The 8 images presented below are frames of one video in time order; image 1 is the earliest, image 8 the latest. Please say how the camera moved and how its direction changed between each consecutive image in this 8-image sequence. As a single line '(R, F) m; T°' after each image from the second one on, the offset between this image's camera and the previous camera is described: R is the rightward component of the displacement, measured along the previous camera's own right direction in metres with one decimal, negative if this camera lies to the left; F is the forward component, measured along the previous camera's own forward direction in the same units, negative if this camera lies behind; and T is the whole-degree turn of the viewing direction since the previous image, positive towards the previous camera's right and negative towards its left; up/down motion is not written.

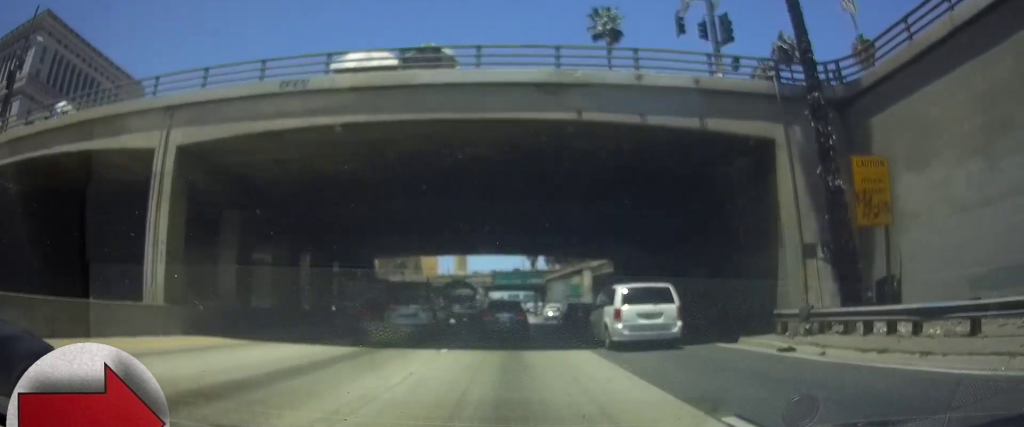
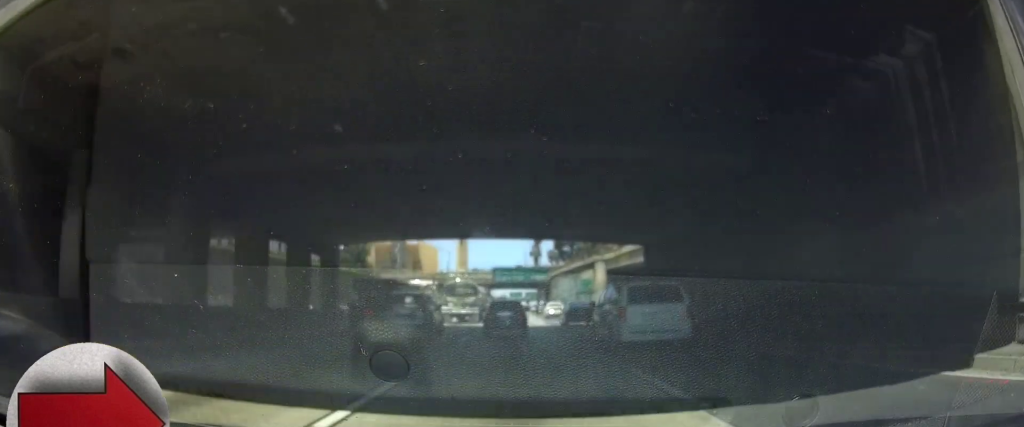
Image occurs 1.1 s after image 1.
(-0.2, +10.1) m; -2°
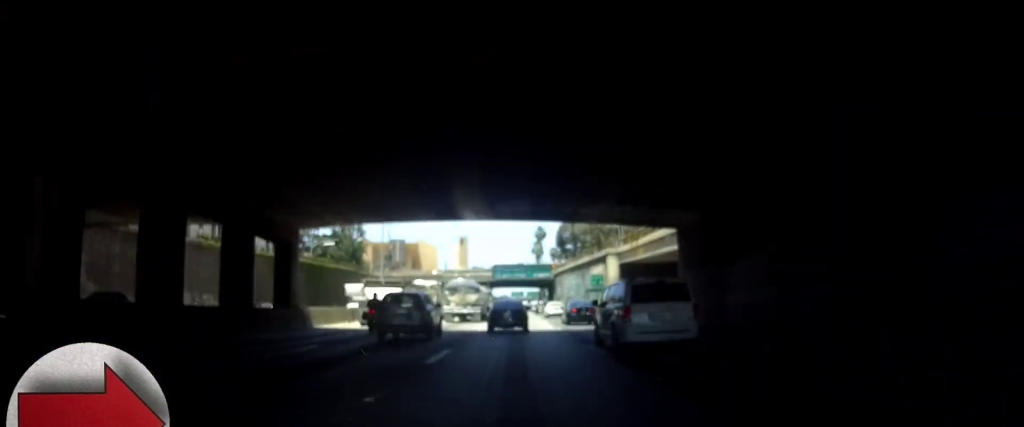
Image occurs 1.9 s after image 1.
(-0.2, +7.3) m; 0°
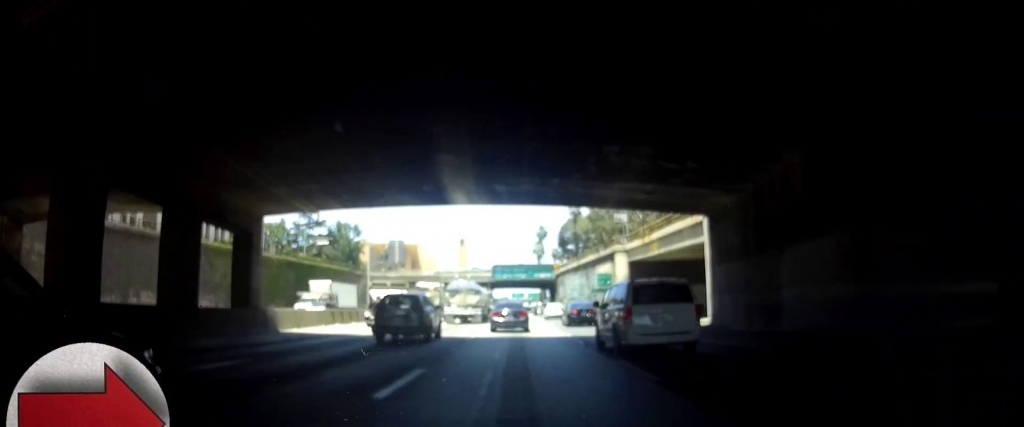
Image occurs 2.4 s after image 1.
(0.0, +4.6) m; +1°
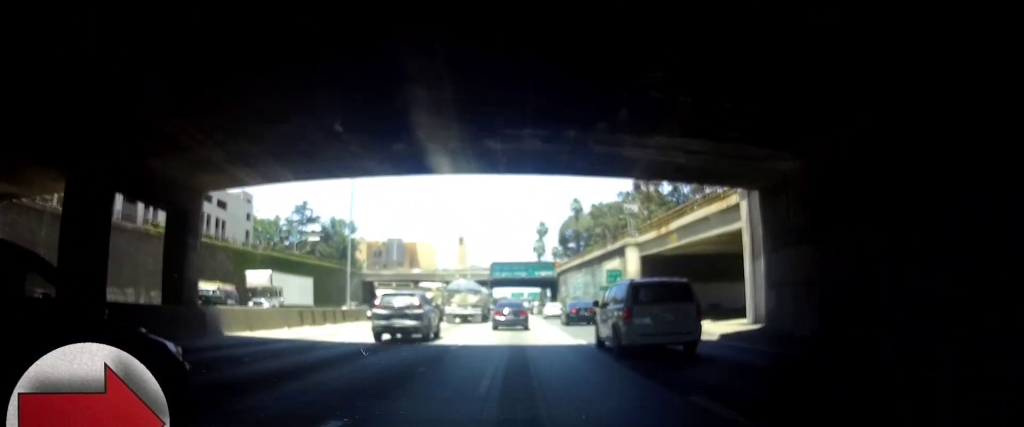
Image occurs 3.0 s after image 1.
(0.0, +5.2) m; +1°
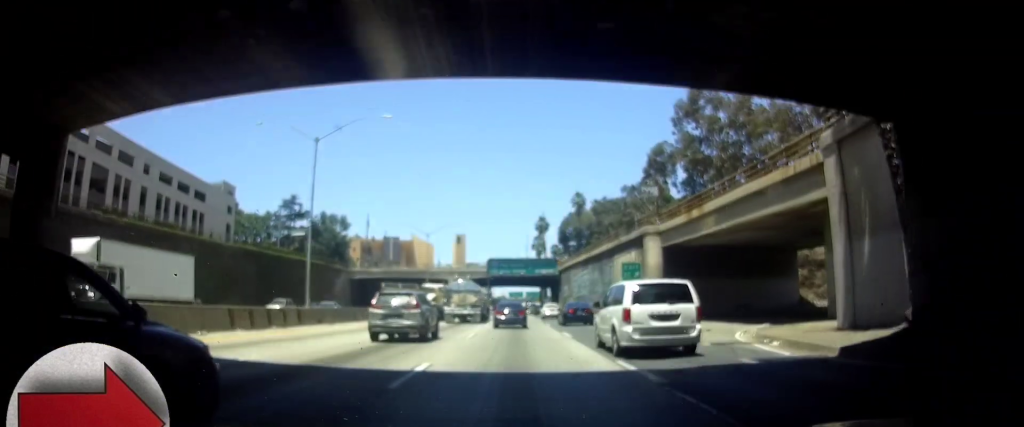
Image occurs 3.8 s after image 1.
(+0.1, +7.6) m; 0°
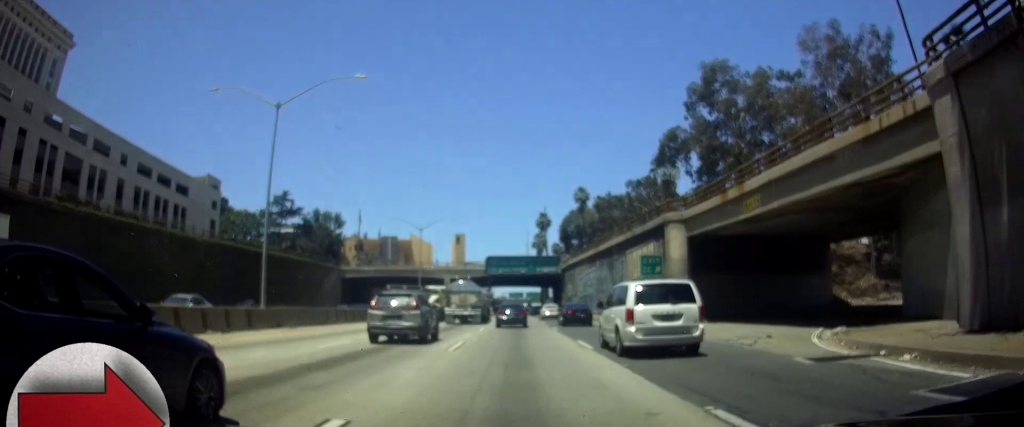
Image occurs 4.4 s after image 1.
(0.0, +5.9) m; -1°
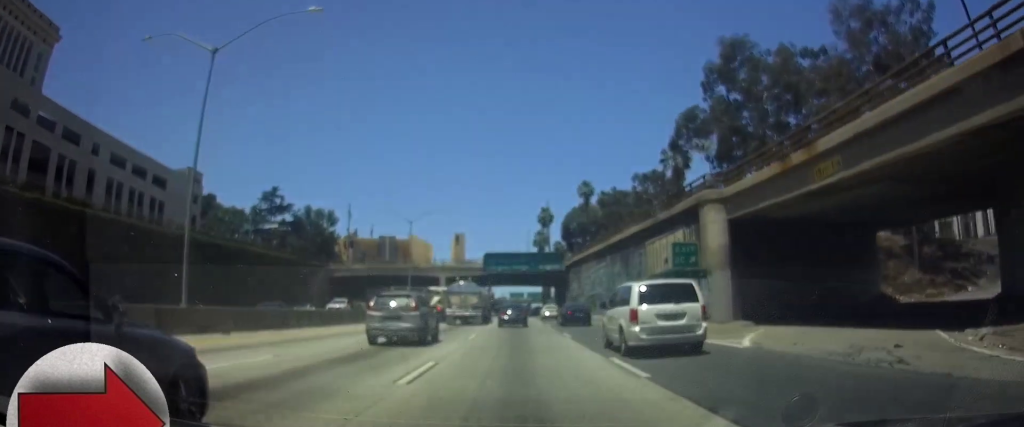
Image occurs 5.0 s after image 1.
(0.0, +6.8) m; -2°
